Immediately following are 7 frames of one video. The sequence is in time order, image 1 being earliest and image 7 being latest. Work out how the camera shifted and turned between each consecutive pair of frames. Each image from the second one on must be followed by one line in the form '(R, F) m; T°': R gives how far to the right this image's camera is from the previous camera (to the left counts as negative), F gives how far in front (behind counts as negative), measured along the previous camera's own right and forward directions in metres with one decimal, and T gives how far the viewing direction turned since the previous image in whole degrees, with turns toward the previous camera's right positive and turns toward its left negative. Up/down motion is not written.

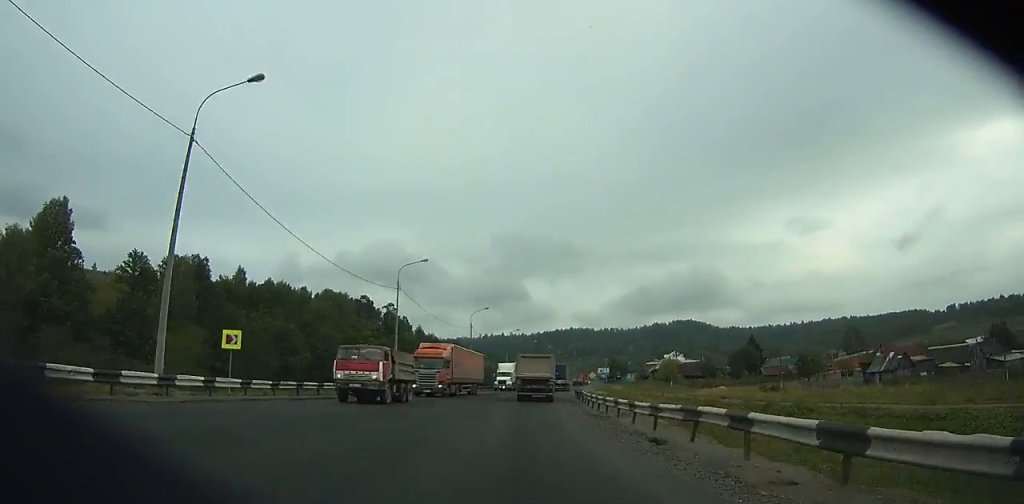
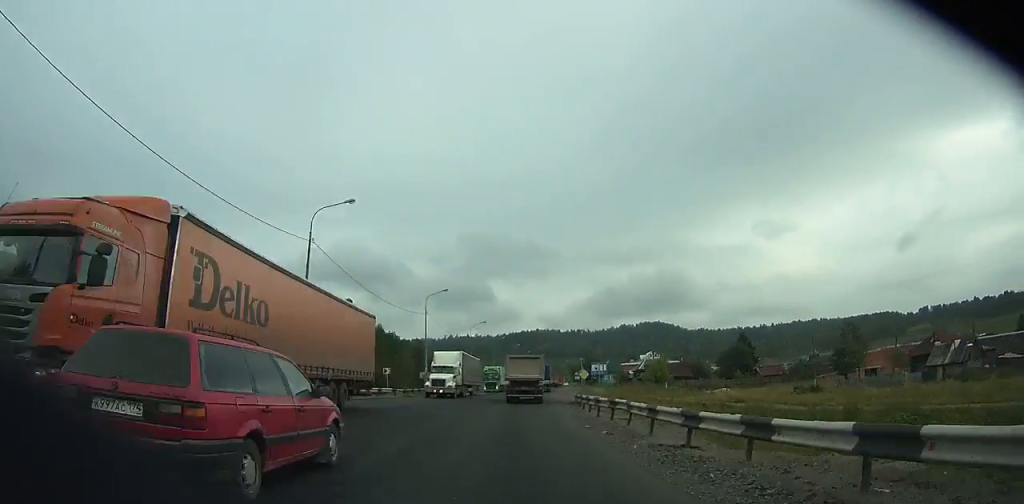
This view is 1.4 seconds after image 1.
(-0.1, +18.4) m; +3°
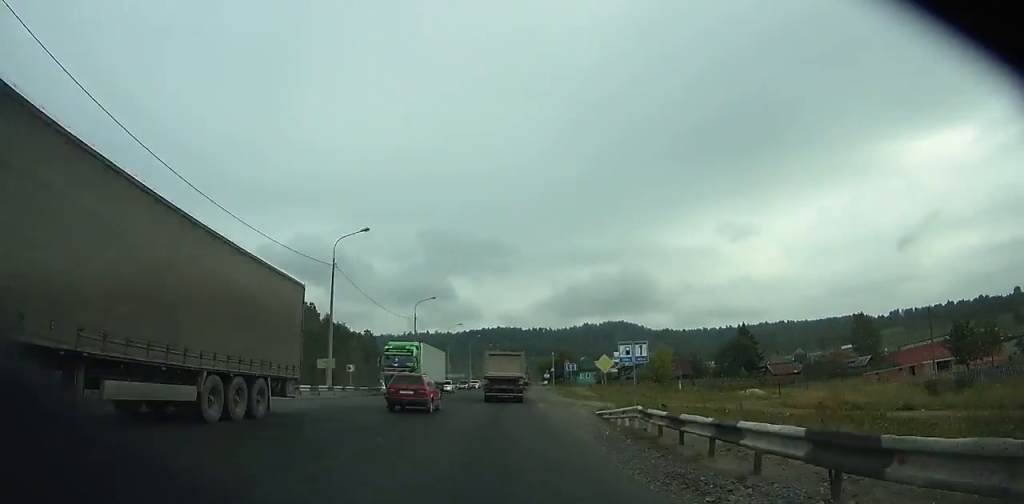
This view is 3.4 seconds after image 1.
(+1.4, +27.2) m; +3°
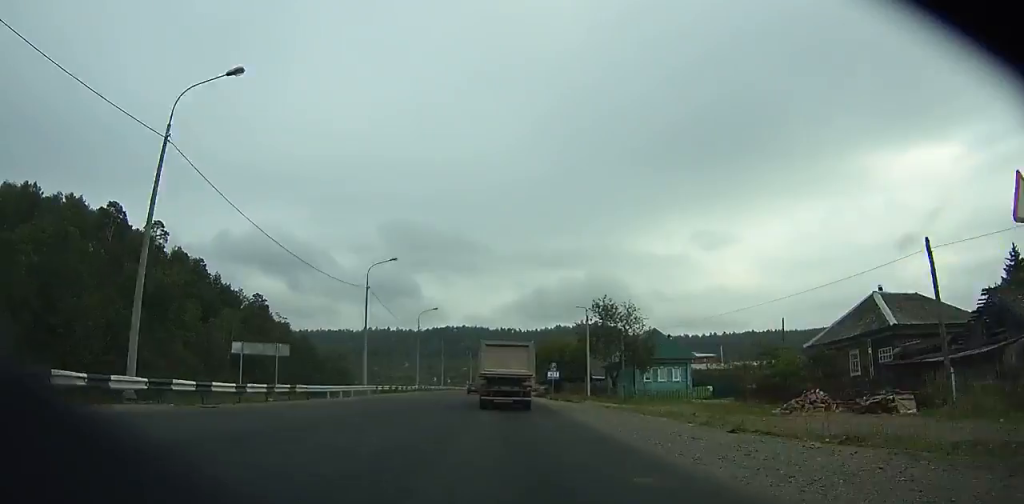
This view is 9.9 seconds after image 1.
(+5.1, +94.0) m; +3°
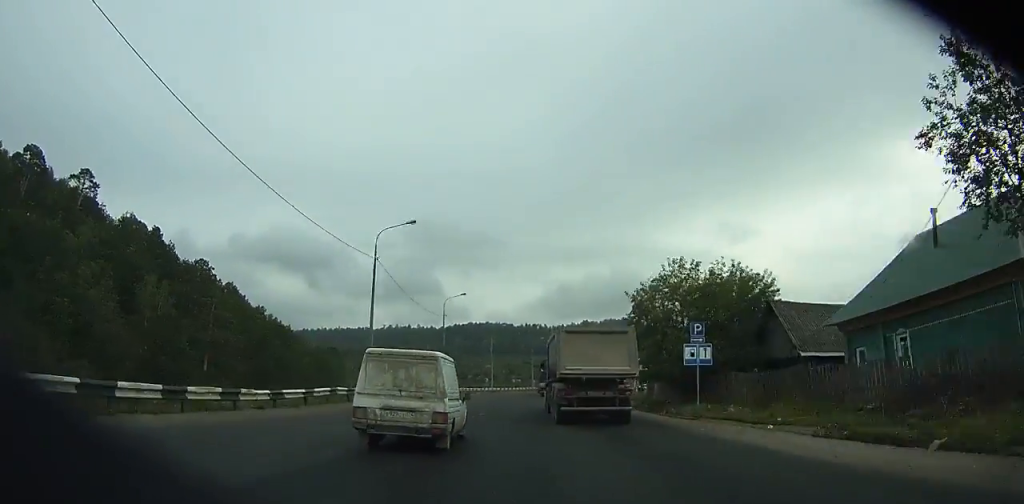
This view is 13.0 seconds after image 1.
(-1.3, +48.8) m; +2°
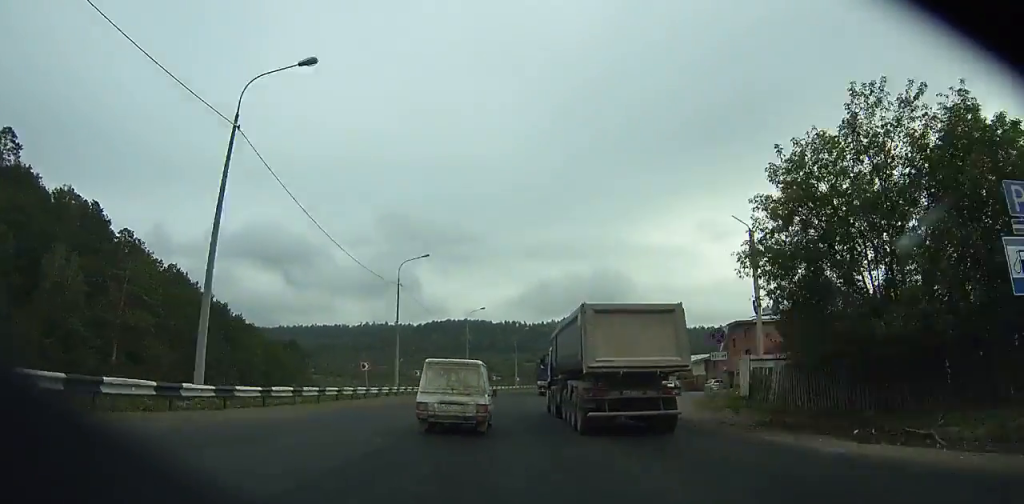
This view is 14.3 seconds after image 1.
(+0.9, +21.1) m; +2°
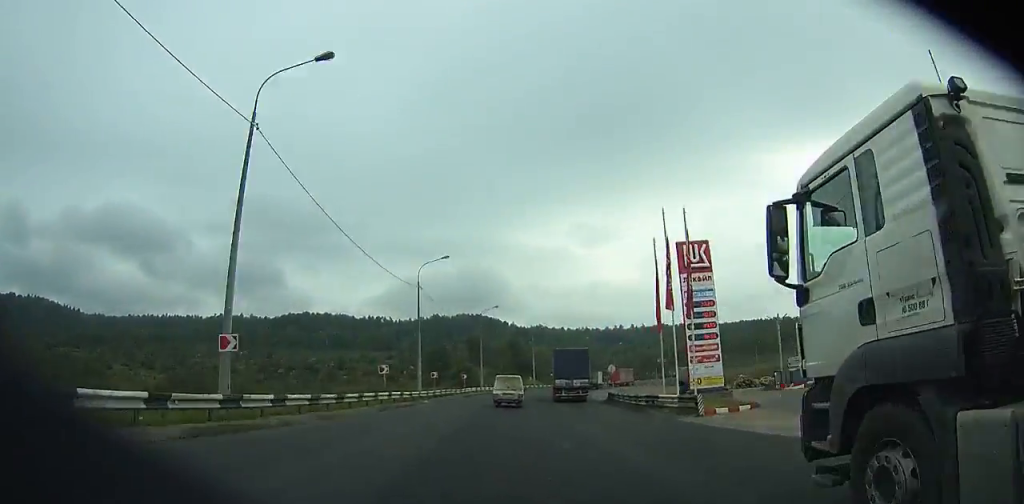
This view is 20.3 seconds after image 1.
(+8.3, +101.8) m; +11°
